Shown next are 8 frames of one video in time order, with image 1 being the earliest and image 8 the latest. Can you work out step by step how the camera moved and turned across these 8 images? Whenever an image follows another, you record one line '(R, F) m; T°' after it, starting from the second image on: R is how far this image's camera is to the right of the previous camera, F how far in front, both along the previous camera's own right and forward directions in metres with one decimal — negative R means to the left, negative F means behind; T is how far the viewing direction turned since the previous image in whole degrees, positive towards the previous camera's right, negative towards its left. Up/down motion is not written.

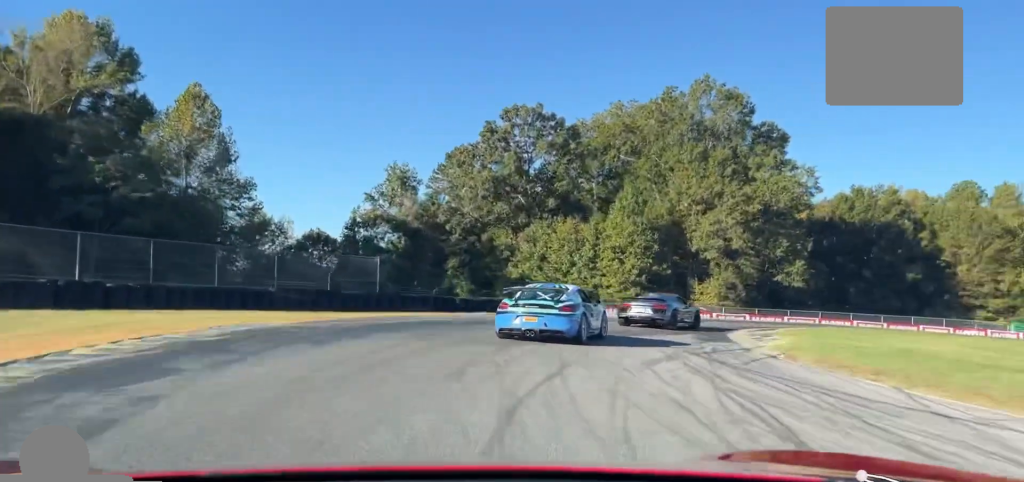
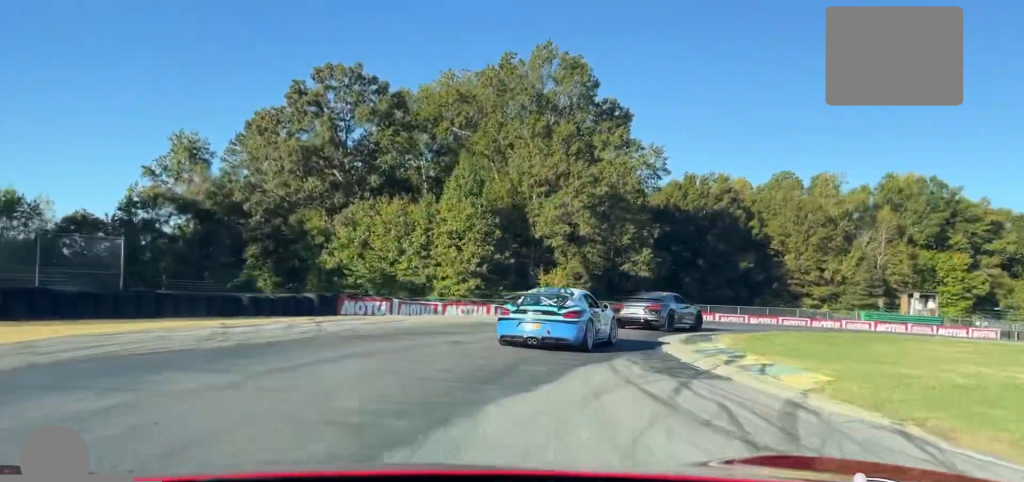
(+0.1, +10.4) m; +6°
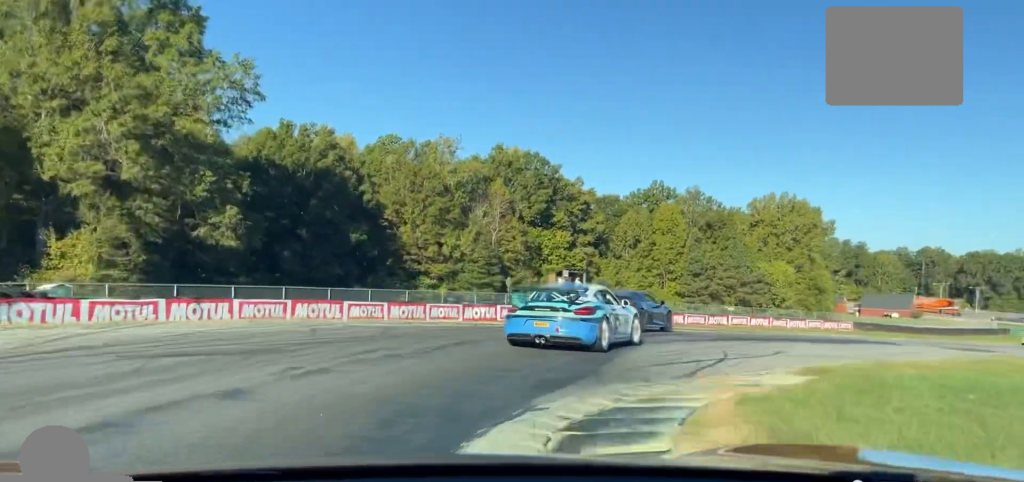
(+2.2, +19.9) m; +40°
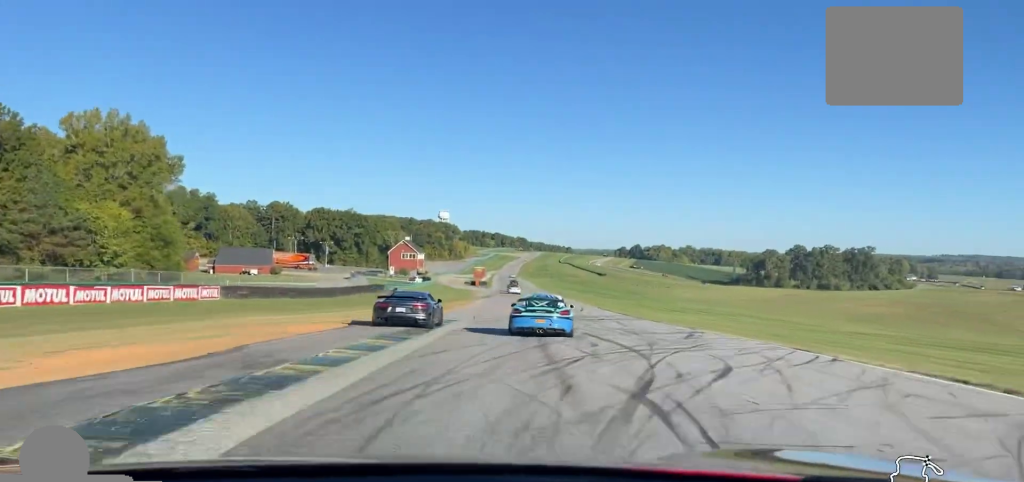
(+24.6, +31.0) m; +45°
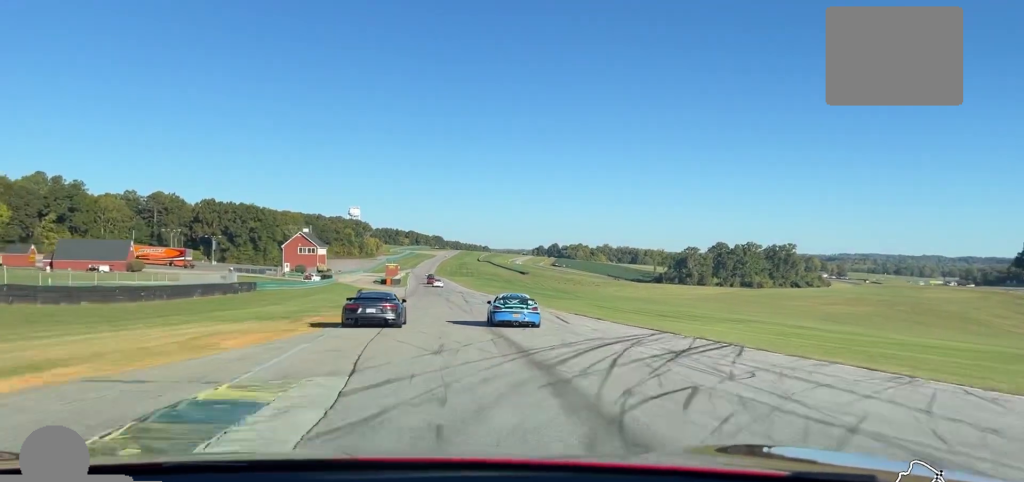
(+0.8, +30.8) m; 0°
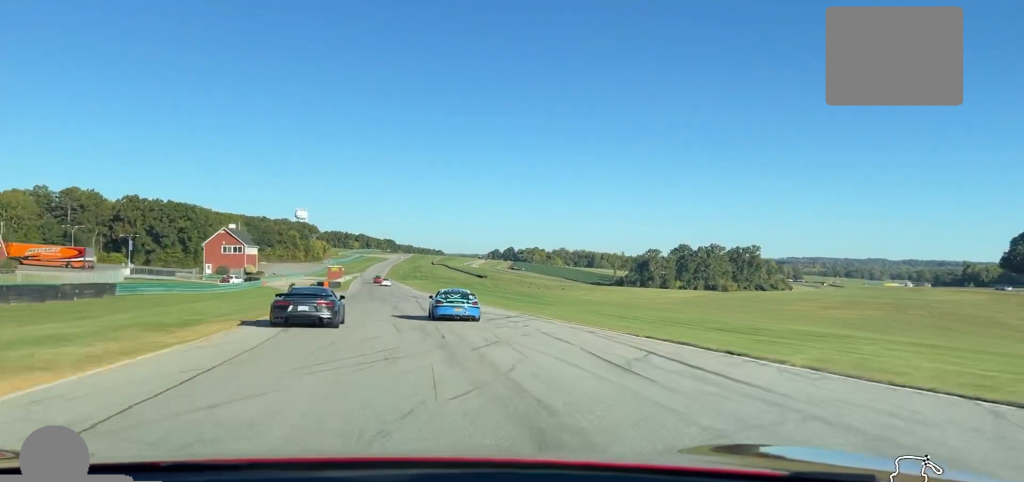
(-0.4, +26.3) m; -1°
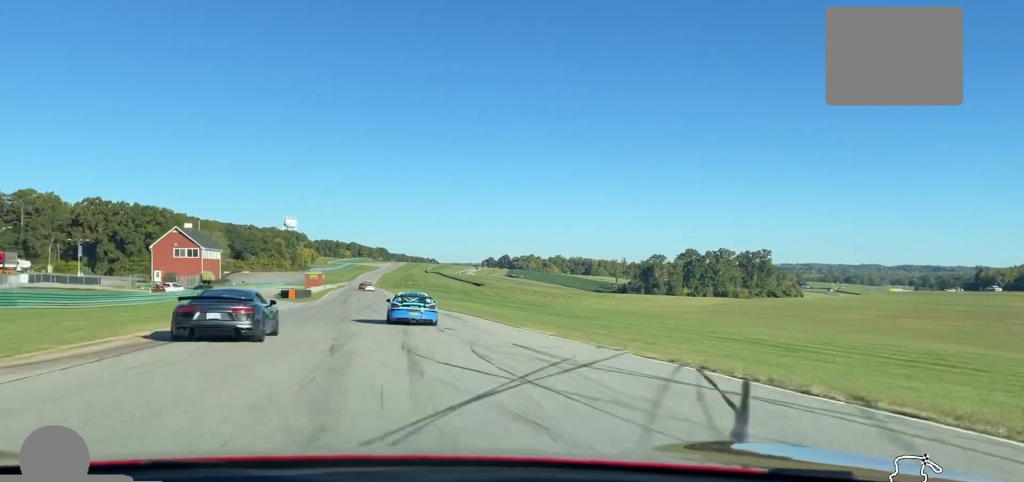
(-0.3, +28.2) m; -1°
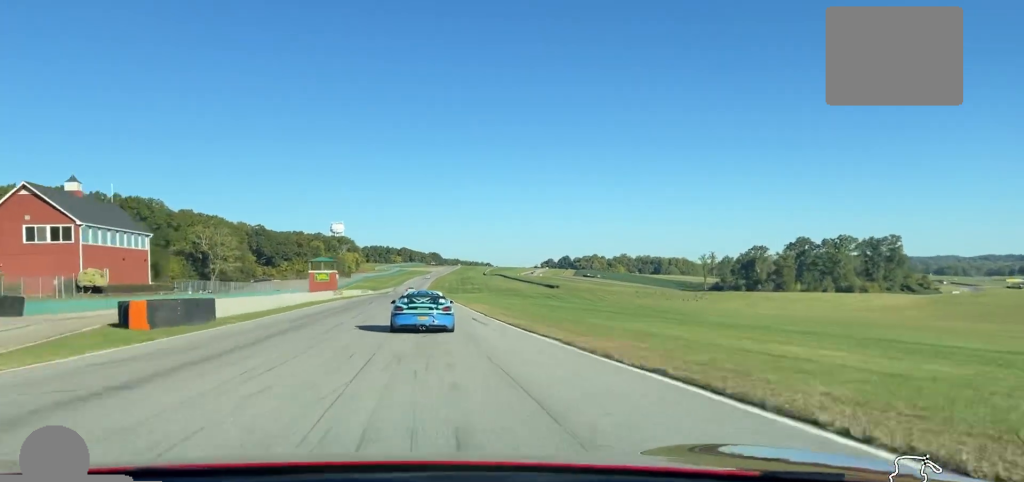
(+0.3, +71.8) m; -1°
